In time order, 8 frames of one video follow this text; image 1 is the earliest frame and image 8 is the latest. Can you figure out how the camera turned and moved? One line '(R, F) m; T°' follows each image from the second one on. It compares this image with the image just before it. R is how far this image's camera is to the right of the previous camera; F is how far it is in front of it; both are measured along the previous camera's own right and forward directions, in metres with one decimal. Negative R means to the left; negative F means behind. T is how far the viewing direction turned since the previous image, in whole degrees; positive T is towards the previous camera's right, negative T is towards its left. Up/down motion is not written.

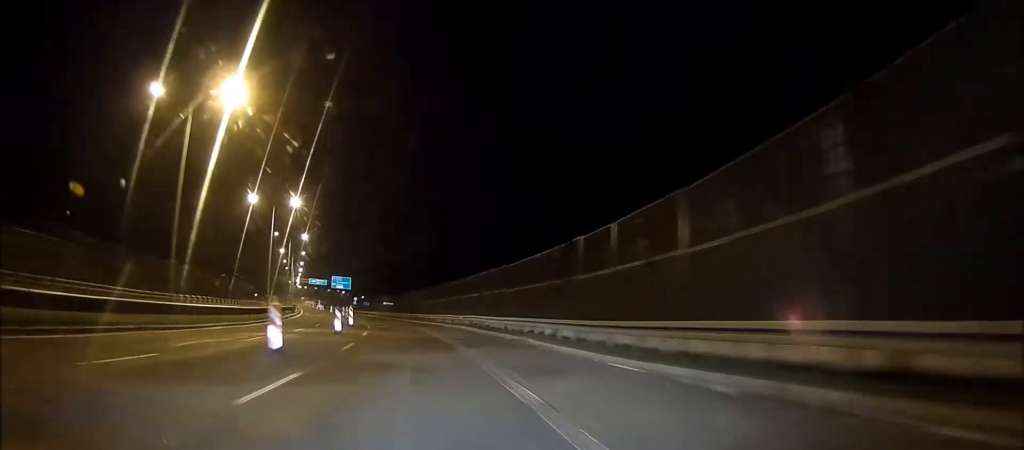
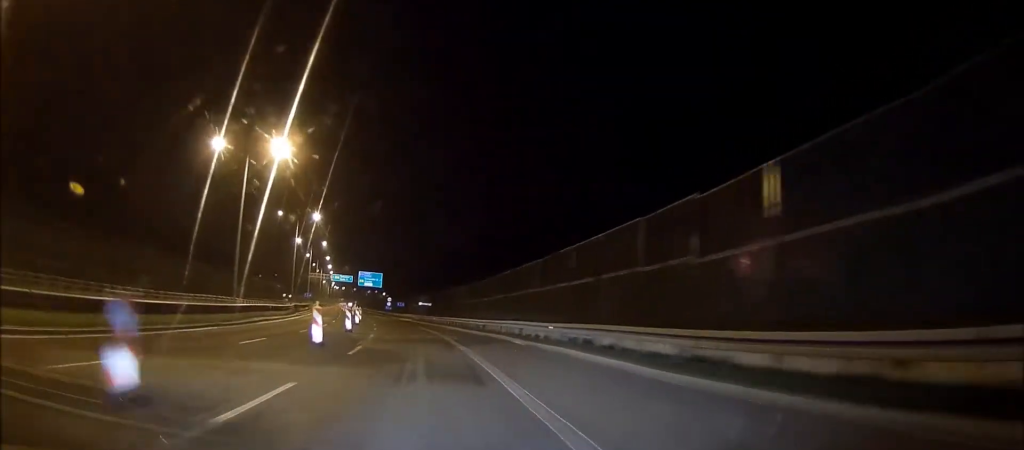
(-0.6, +25.3) m; -2°
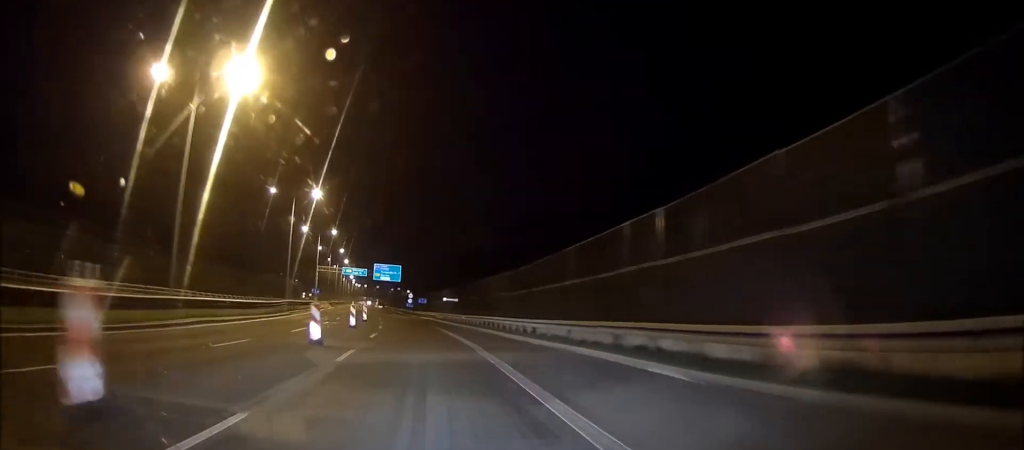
(-0.2, +15.8) m; -1°
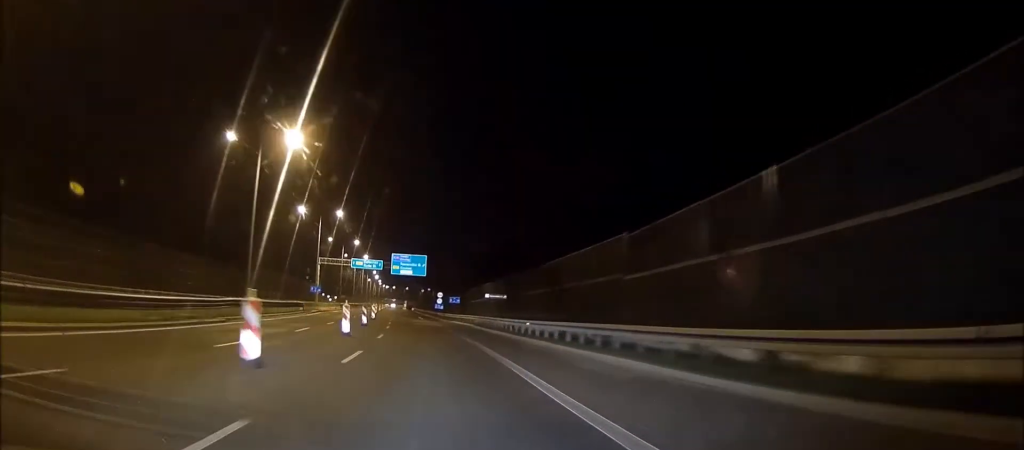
(-0.1, +24.5) m; -1°
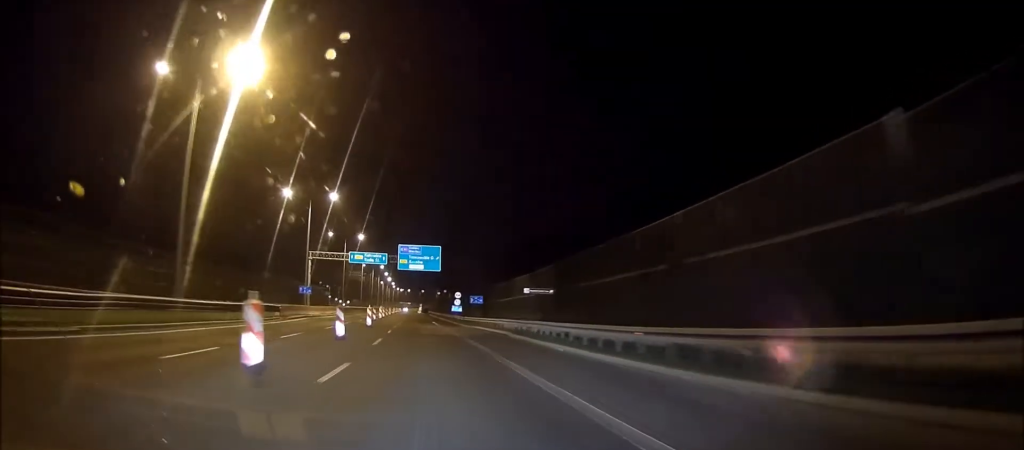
(-0.2, +15.9) m; -1°
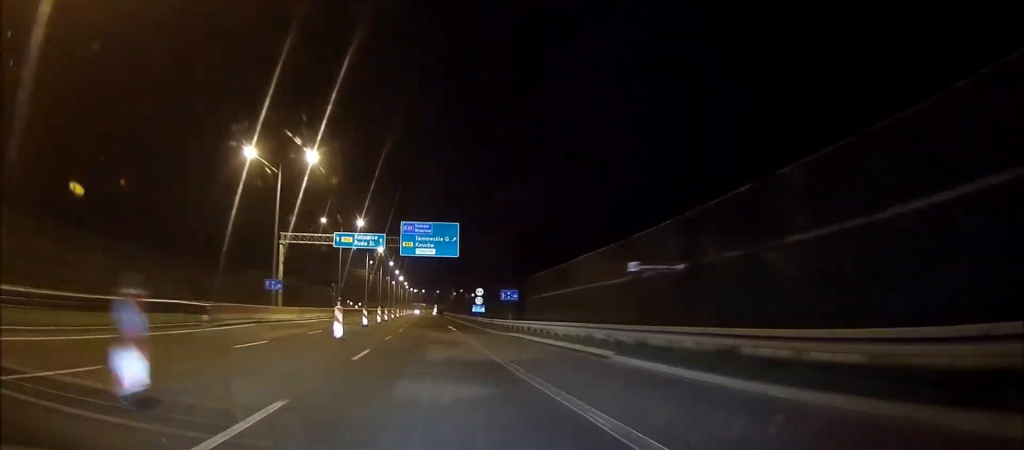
(0.0, +19.1) m; 0°
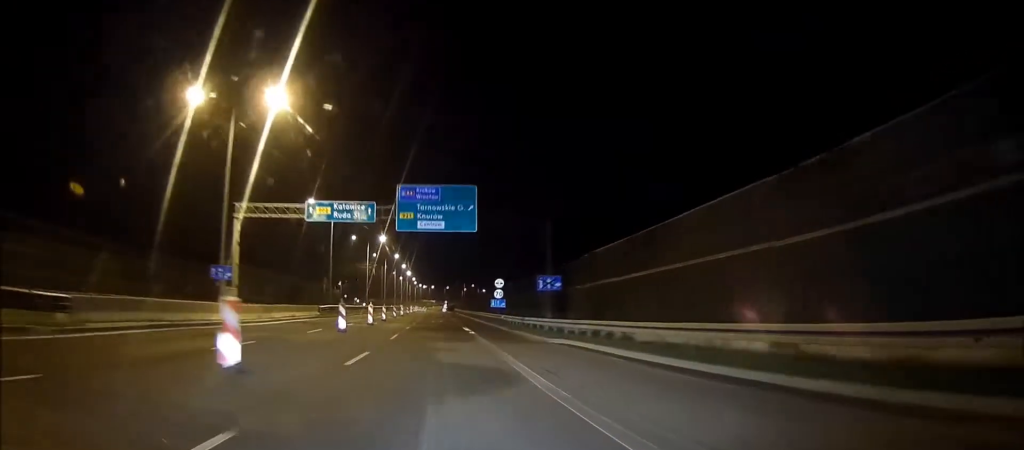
(0.0, +14.3) m; 0°
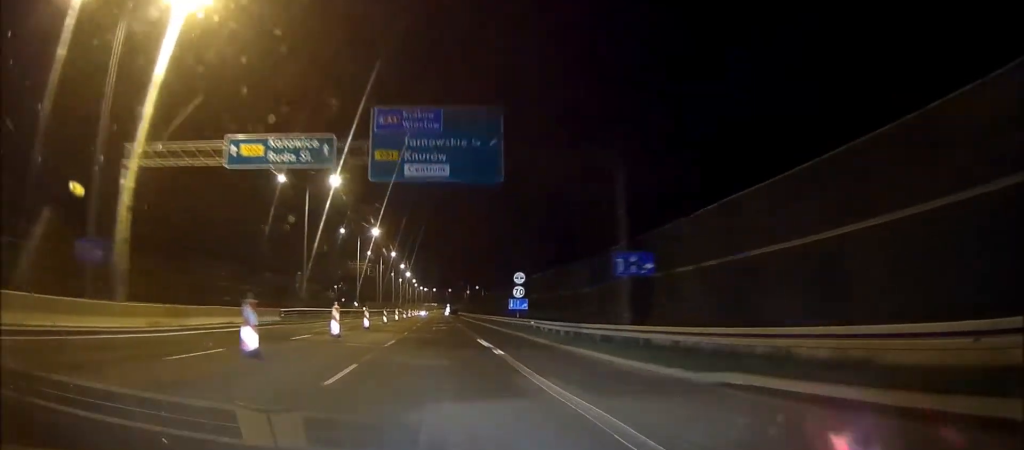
(-0.1, +15.1) m; 0°
